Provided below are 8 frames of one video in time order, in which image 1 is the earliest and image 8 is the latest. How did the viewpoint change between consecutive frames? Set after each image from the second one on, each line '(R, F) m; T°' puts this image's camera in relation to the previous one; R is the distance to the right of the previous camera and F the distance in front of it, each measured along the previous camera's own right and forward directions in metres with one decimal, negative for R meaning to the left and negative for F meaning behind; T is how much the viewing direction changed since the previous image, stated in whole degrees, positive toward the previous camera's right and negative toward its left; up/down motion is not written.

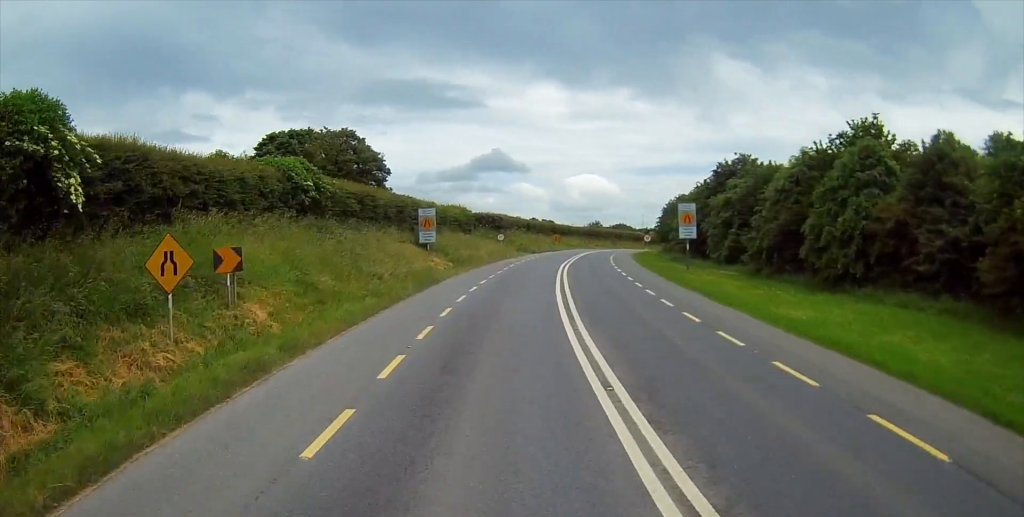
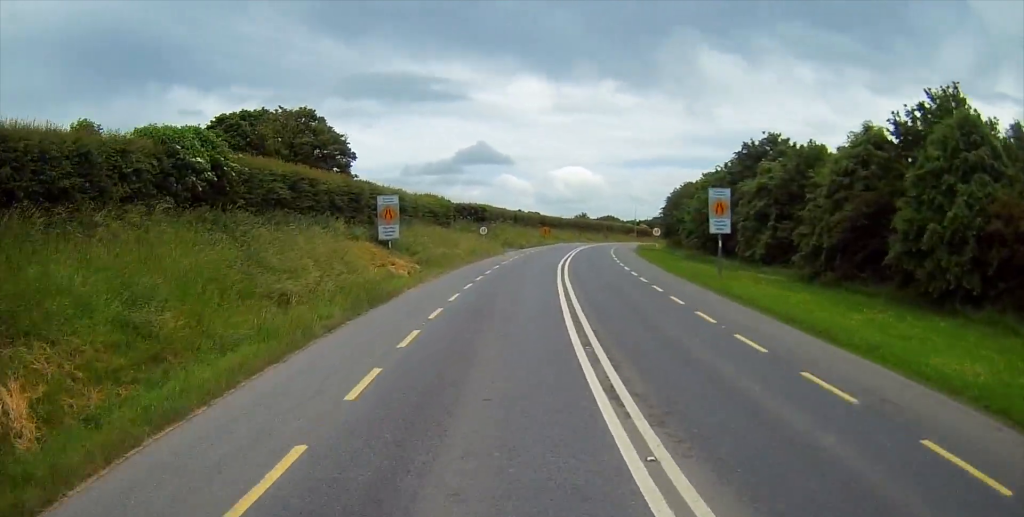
(+0.2, +9.7) m; +1°
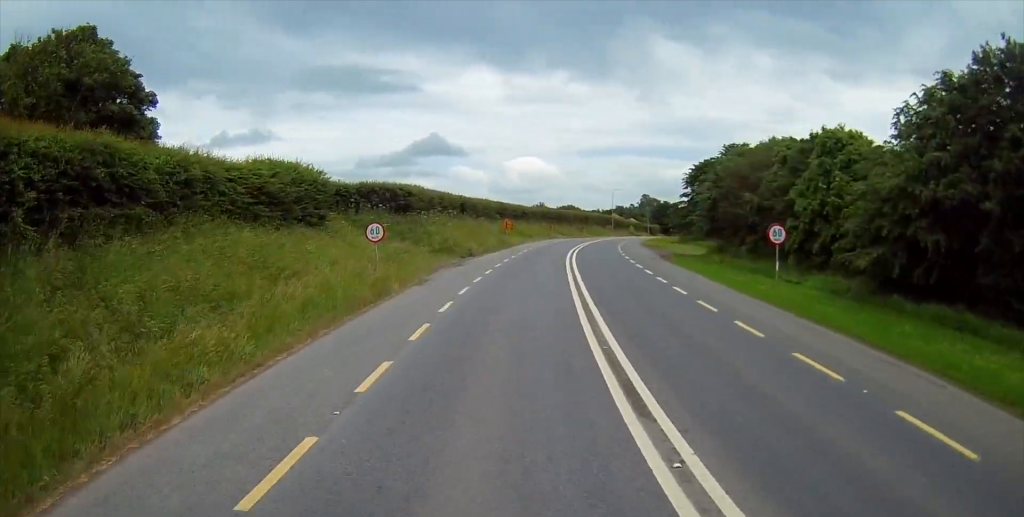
(+1.3, +31.9) m; +4°
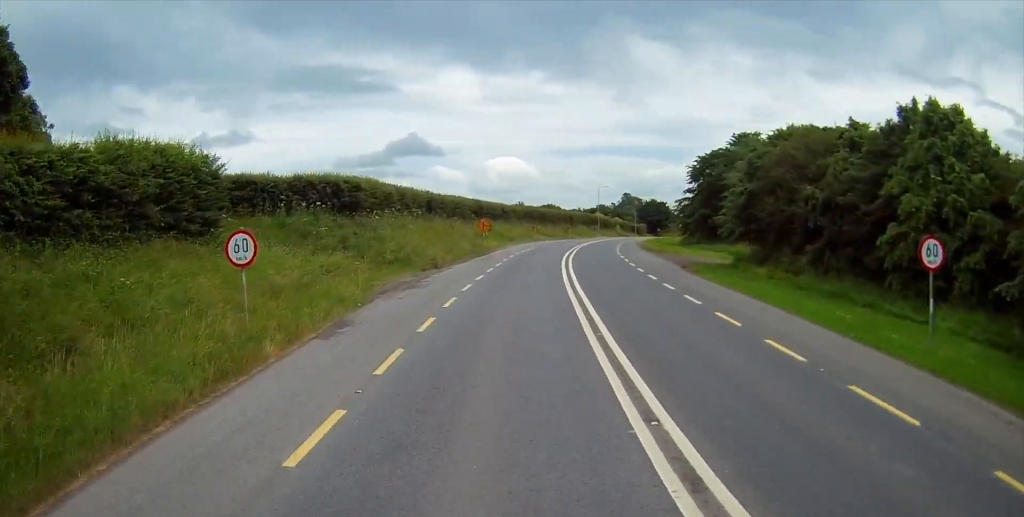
(+0.2, +10.9) m; +1°
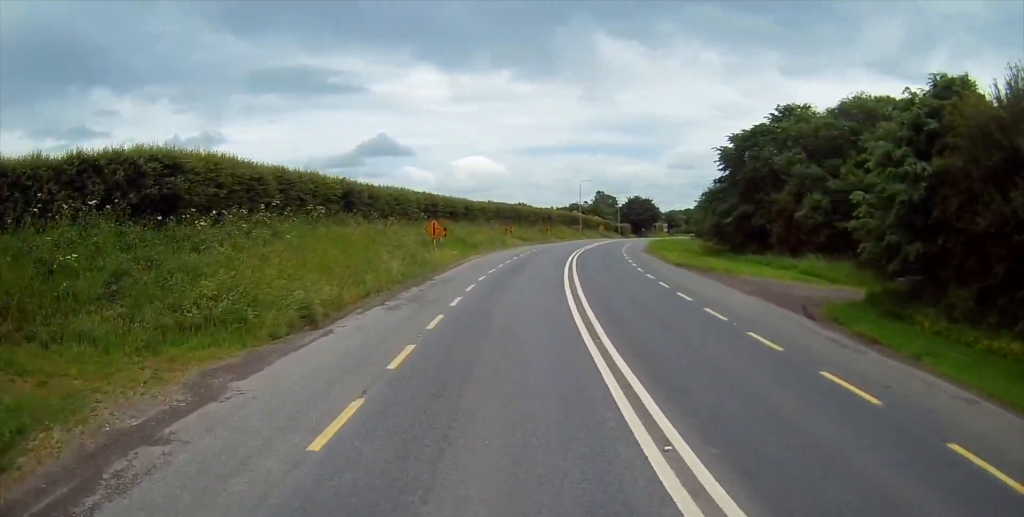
(+0.4, +19.7) m; +3°
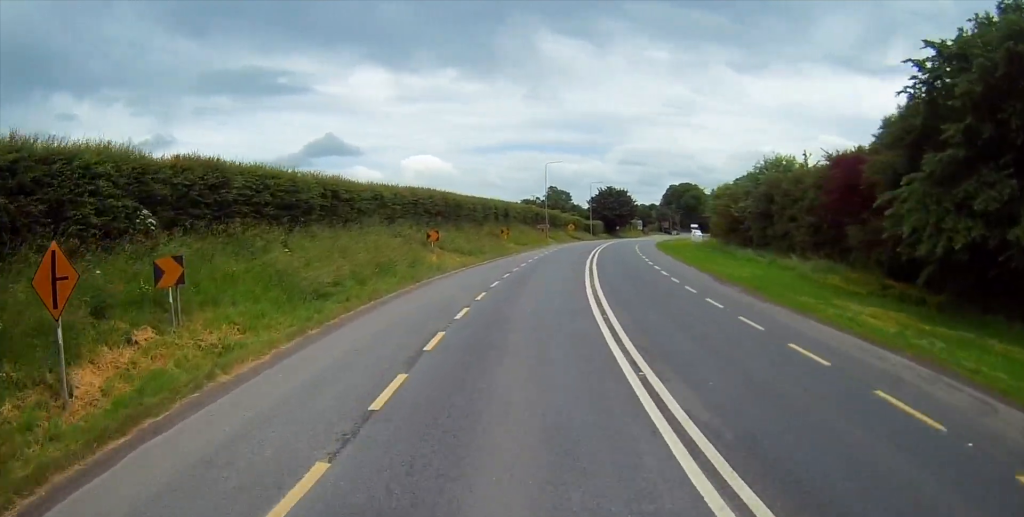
(+1.9, +33.9) m; +5°
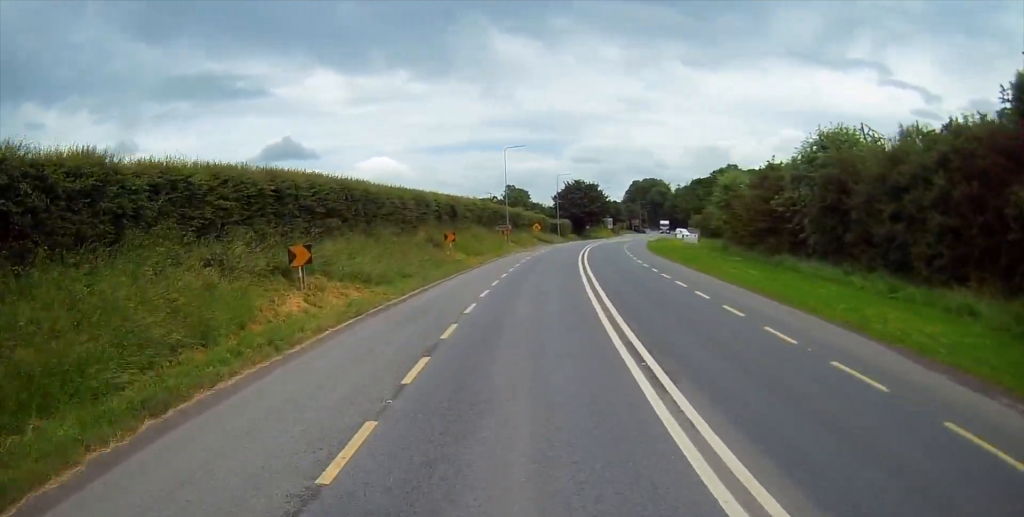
(0.0, +18.5) m; +2°
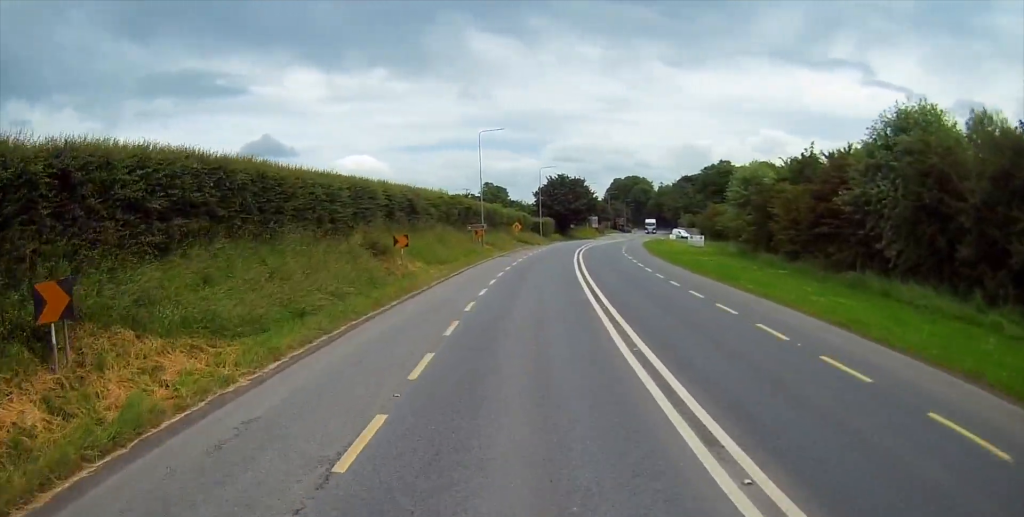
(+0.2, +11.7) m; +3°
